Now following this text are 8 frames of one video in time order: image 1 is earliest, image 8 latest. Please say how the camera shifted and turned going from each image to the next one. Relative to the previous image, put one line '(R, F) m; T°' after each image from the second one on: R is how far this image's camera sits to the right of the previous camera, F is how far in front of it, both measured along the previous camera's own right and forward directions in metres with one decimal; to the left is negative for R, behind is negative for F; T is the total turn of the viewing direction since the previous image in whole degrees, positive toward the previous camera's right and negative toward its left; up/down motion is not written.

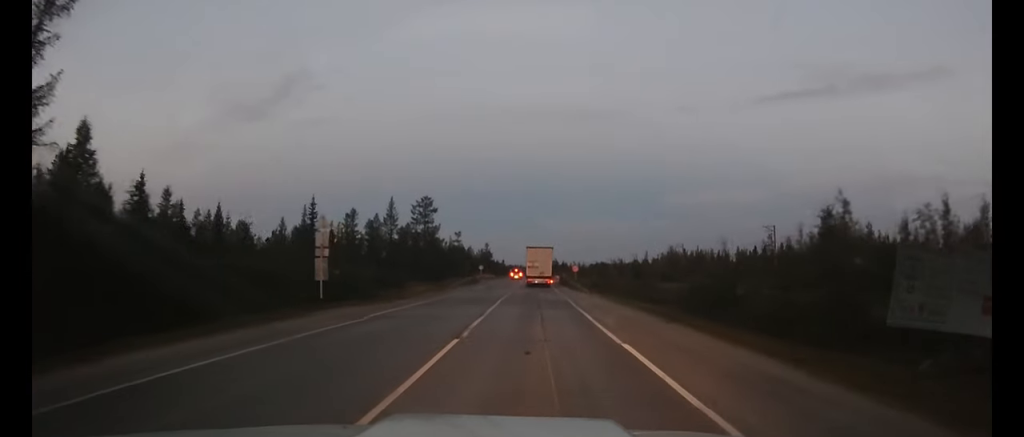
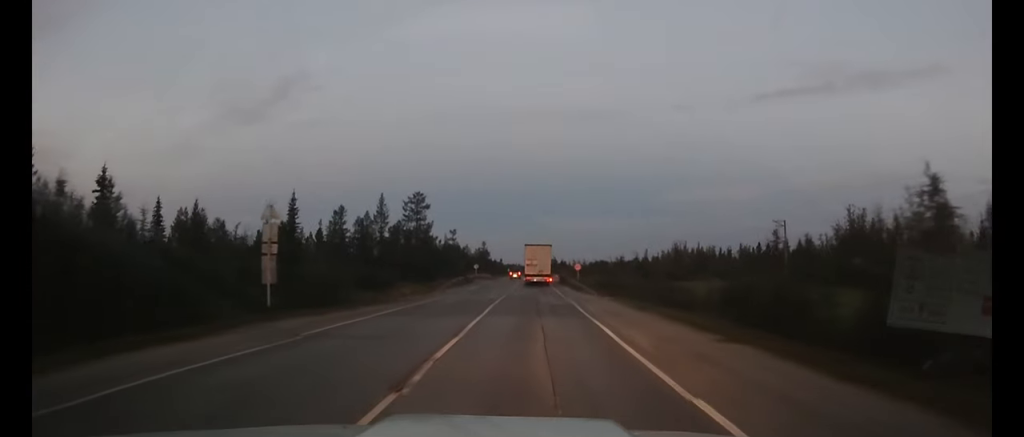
(0.0, +5.4) m; 0°
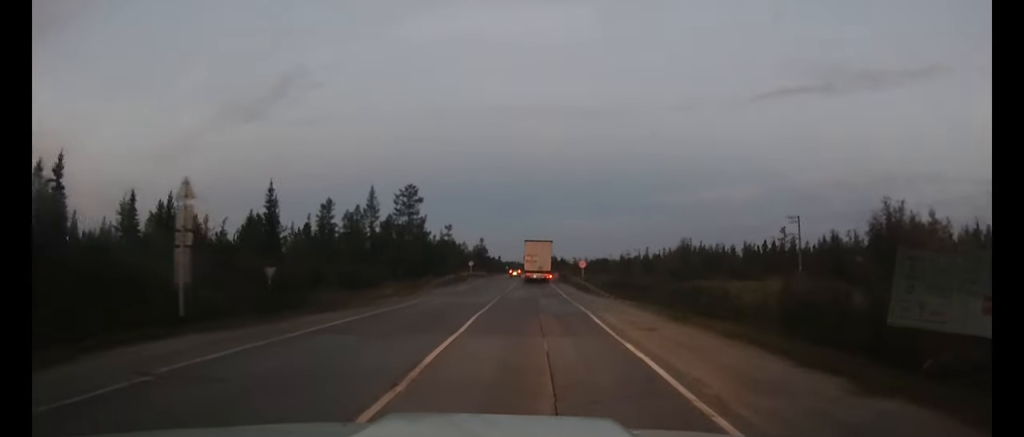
(0.0, +6.0) m; 0°
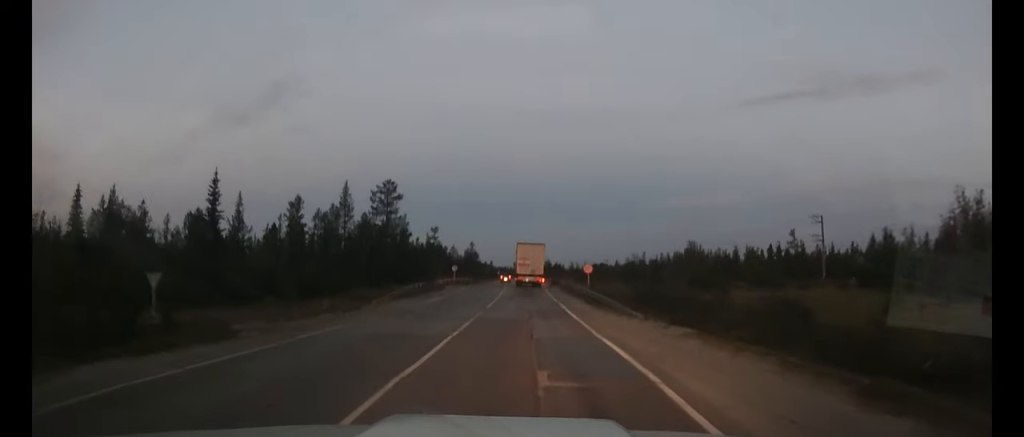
(0.0, +10.9) m; 0°
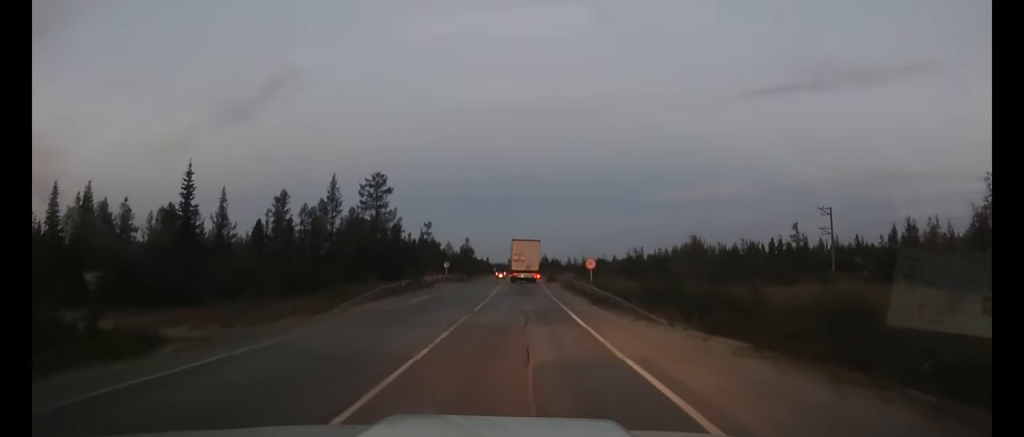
(0.0, +4.2) m; 0°
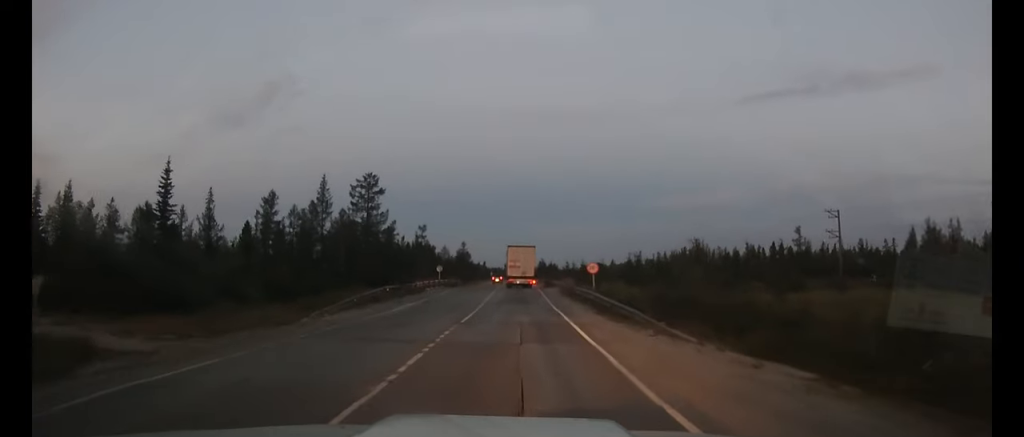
(0.0, +3.3) m; 0°
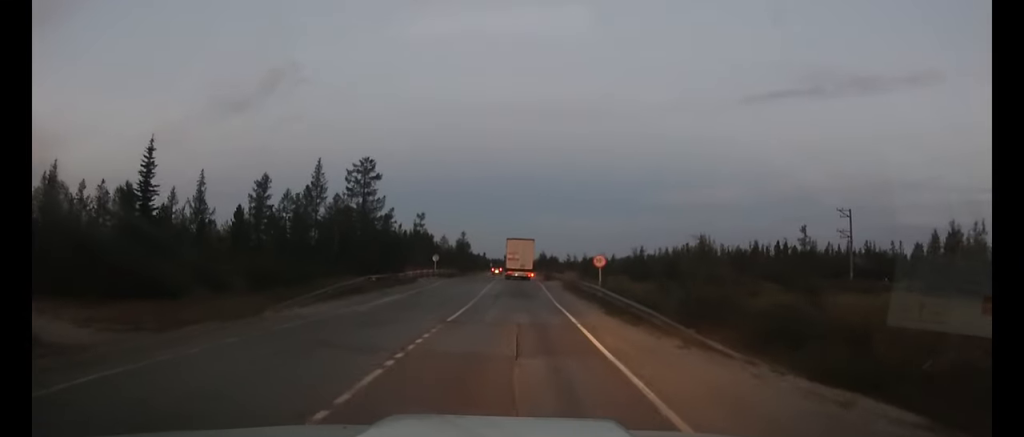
(0.0, +3.0) m; 0°
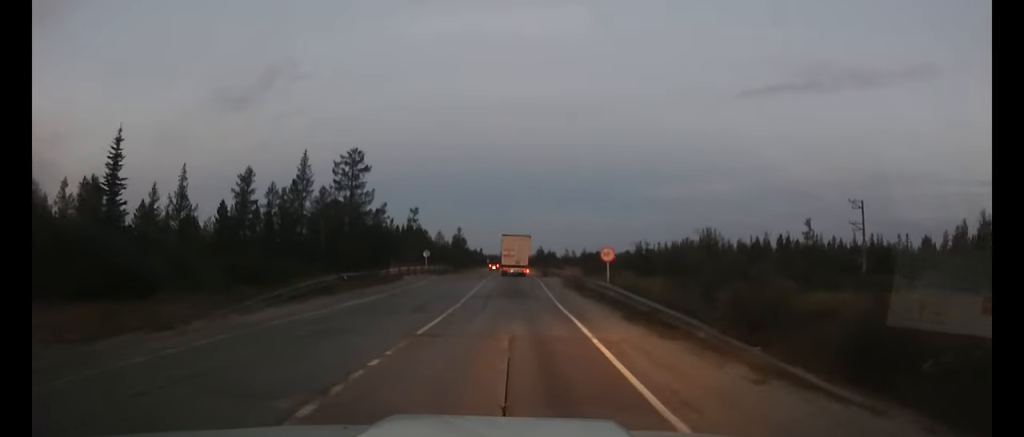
(0.0, +4.1) m; 0°
